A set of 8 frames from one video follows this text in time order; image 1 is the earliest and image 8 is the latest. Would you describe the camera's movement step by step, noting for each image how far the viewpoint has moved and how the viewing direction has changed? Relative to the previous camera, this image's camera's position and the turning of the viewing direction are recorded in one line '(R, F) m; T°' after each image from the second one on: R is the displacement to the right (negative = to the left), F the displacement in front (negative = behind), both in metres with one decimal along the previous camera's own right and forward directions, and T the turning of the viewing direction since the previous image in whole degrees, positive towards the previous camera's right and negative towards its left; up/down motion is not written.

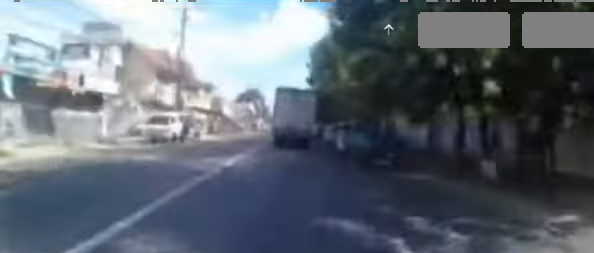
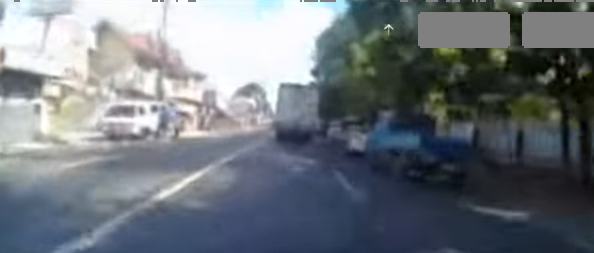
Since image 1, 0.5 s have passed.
(-0.2, +4.1) m; 0°
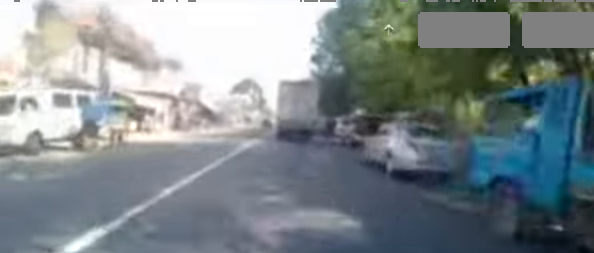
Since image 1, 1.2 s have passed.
(-0.1, +6.4) m; +1°
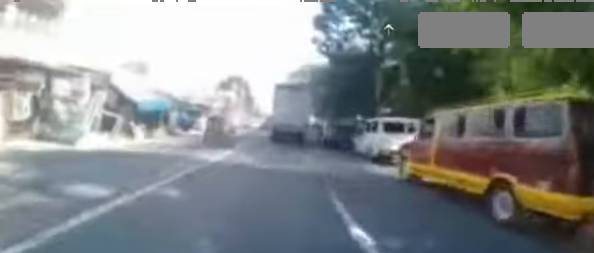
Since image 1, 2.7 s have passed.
(+0.6, +13.7) m; 0°
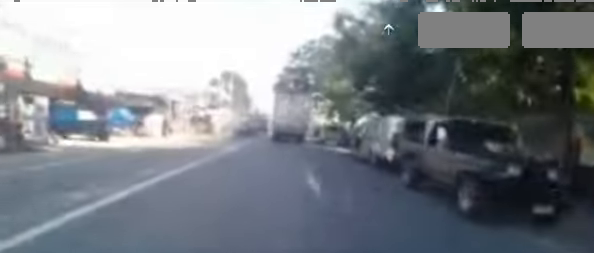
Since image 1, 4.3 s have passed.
(-0.3, +15.2) m; -1°
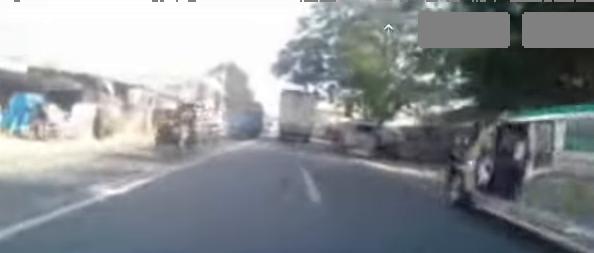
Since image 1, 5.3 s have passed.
(+0.1, +9.9) m; 0°
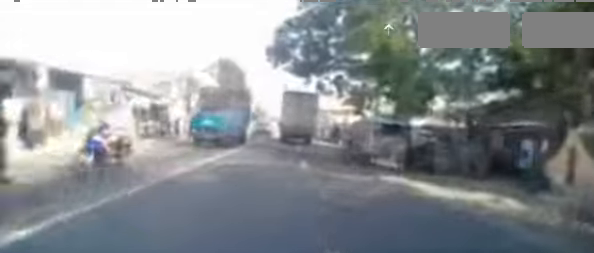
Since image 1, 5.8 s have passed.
(-0.2, +4.8) m; 0°
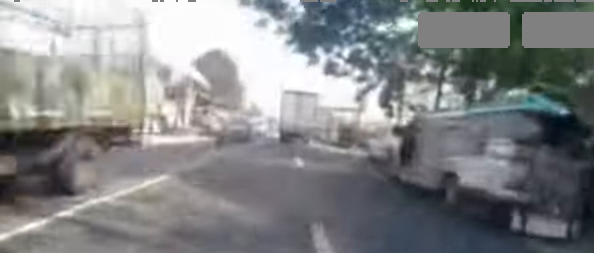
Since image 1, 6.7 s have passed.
(+0.3, +8.4) m; +2°
